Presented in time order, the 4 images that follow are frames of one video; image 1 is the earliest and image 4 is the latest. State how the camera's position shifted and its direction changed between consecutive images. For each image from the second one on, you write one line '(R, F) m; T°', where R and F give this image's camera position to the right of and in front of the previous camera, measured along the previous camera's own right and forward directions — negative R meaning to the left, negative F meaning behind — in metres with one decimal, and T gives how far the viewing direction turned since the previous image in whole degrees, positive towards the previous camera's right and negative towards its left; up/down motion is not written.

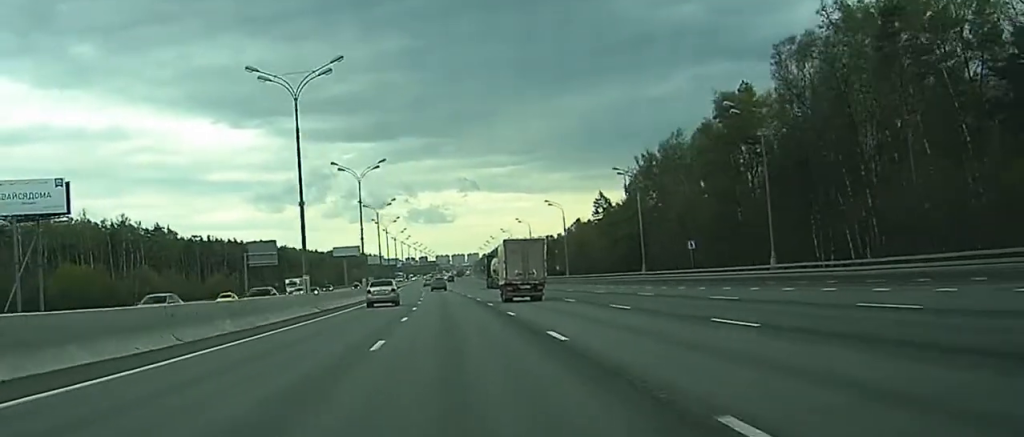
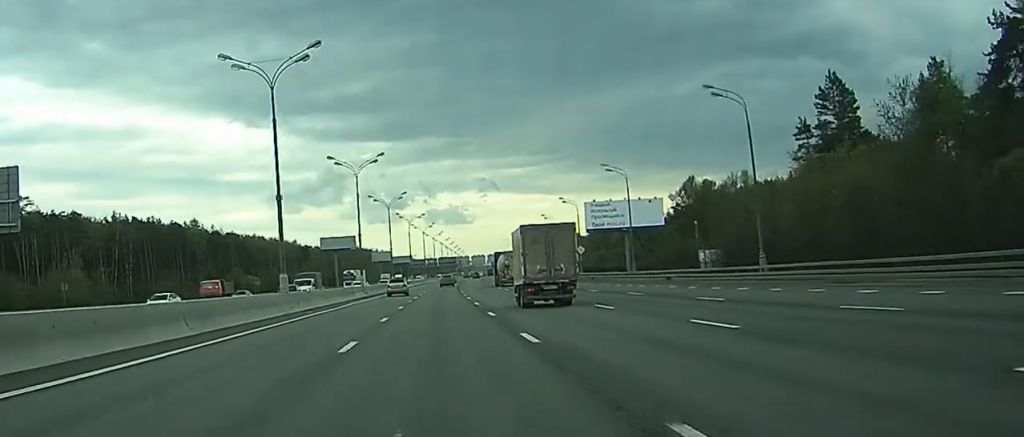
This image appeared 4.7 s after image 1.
(-1.7, +136.5) m; -1°
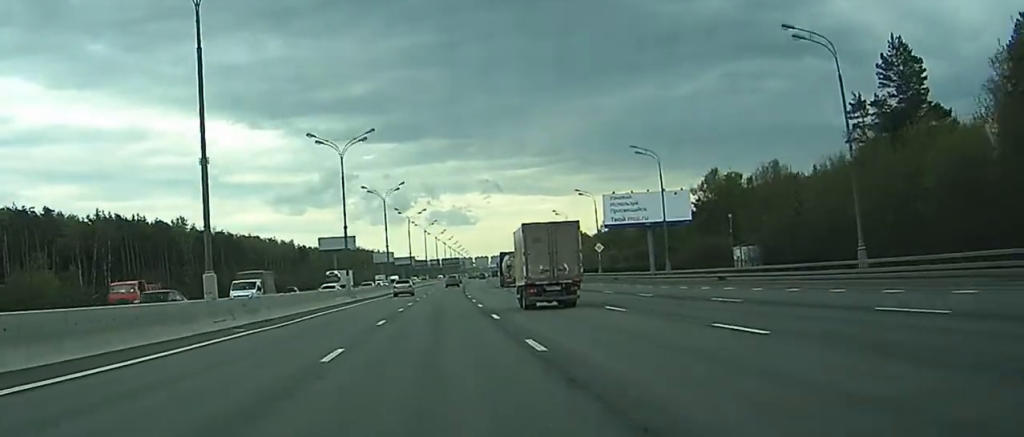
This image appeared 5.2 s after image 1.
(0.0, +14.3) m; 0°
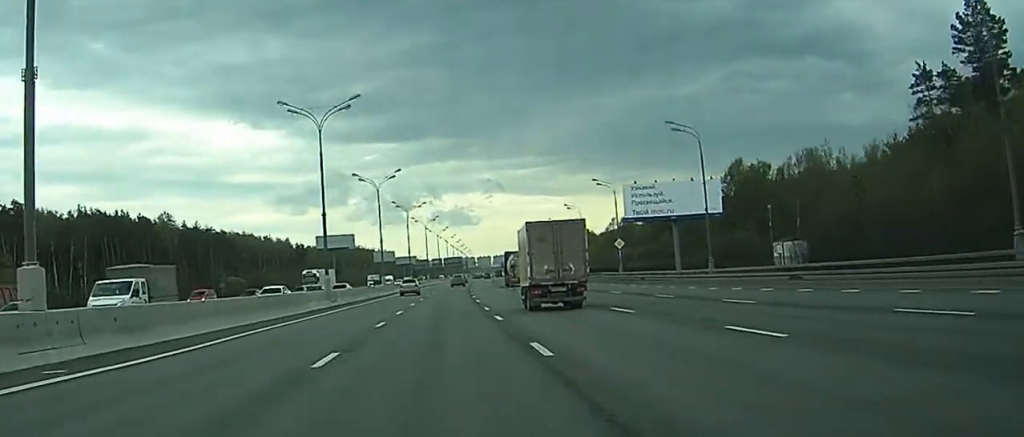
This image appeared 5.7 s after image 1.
(0.0, +12.7) m; 0°
